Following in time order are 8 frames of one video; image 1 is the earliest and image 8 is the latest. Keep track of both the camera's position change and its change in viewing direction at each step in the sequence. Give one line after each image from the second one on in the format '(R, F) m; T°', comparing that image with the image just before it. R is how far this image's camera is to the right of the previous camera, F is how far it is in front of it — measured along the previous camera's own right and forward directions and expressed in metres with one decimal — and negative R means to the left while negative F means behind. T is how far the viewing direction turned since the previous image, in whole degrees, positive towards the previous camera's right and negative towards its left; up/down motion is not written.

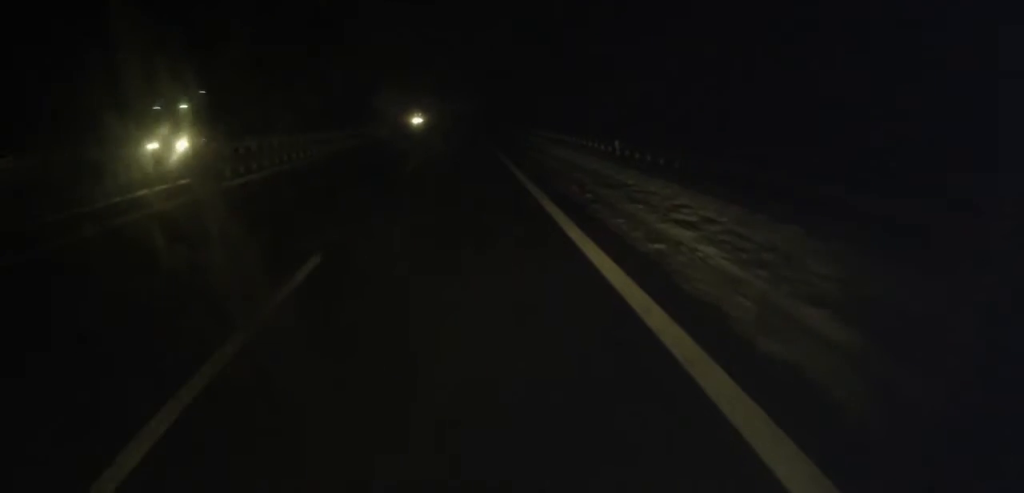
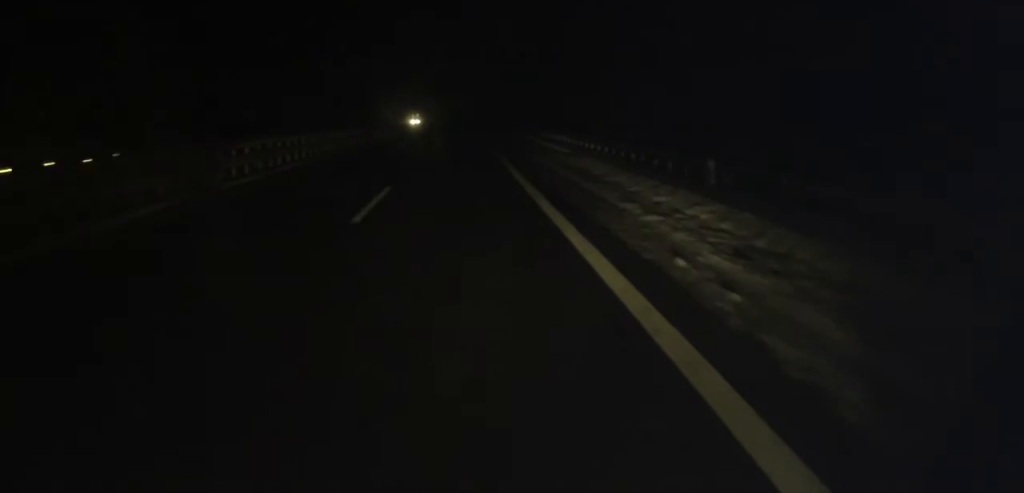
(-0.2, +8.7) m; -1°
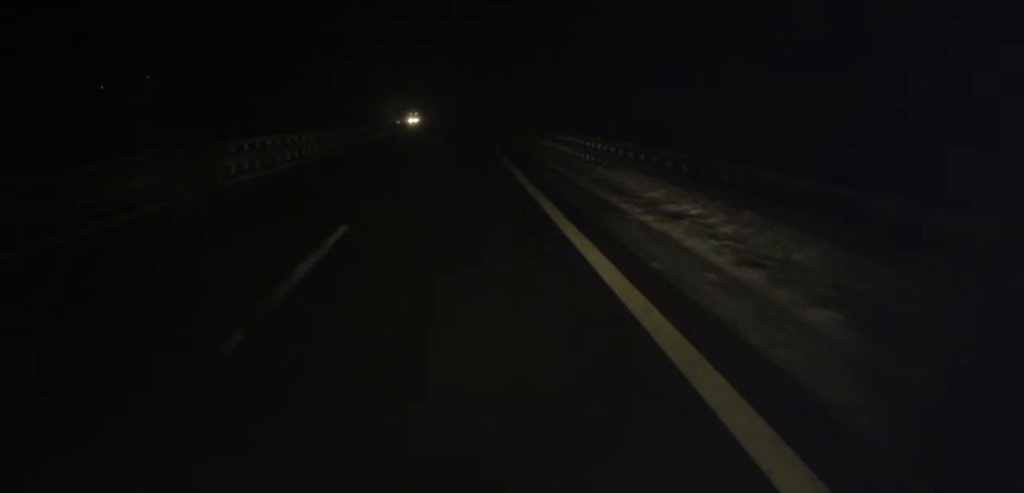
(-0.1, +6.6) m; 0°
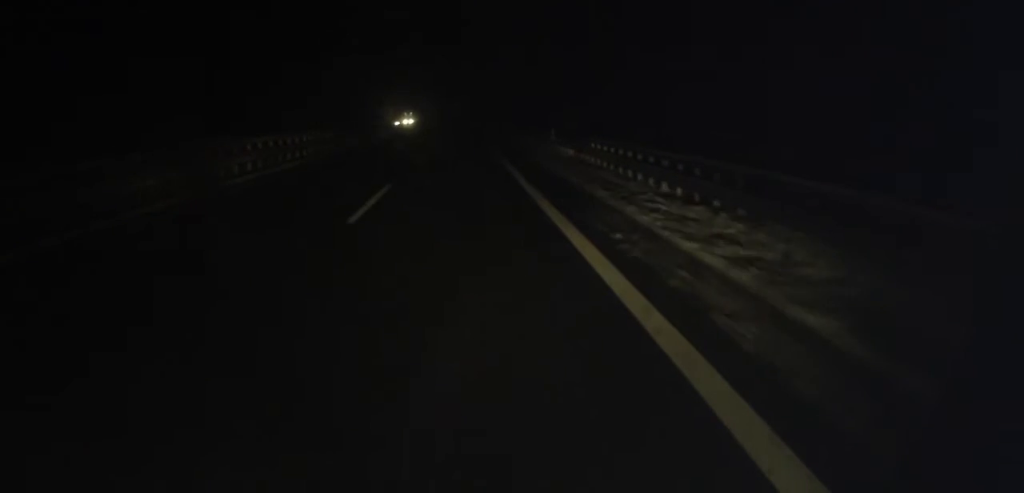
(0.0, +11.5) m; +1°
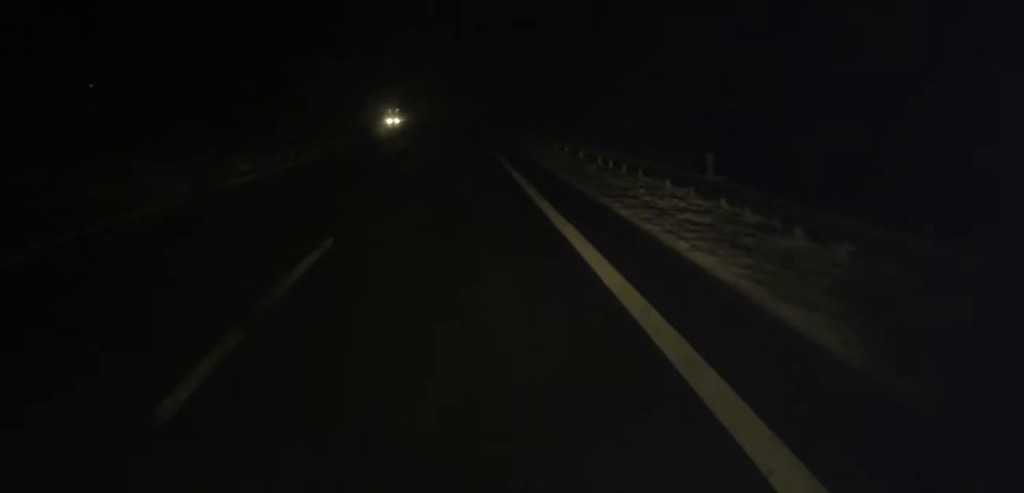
(+0.4, +25.2) m; 0°
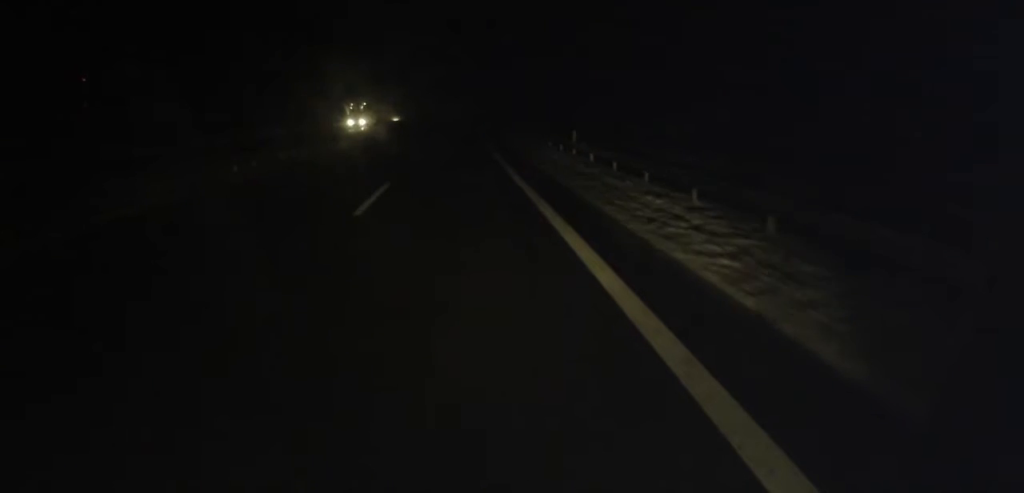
(+0.2, +27.0) m; +2°
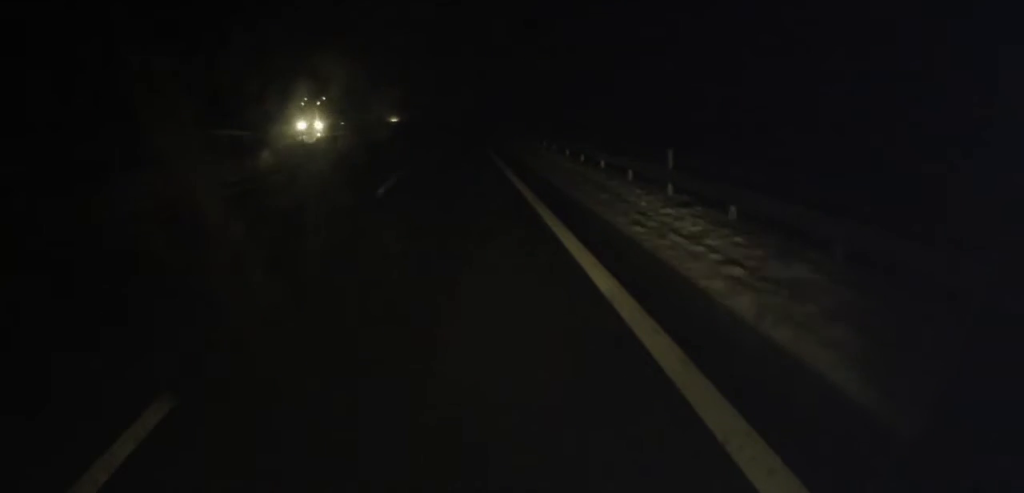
(0.0, +14.4) m; -2°
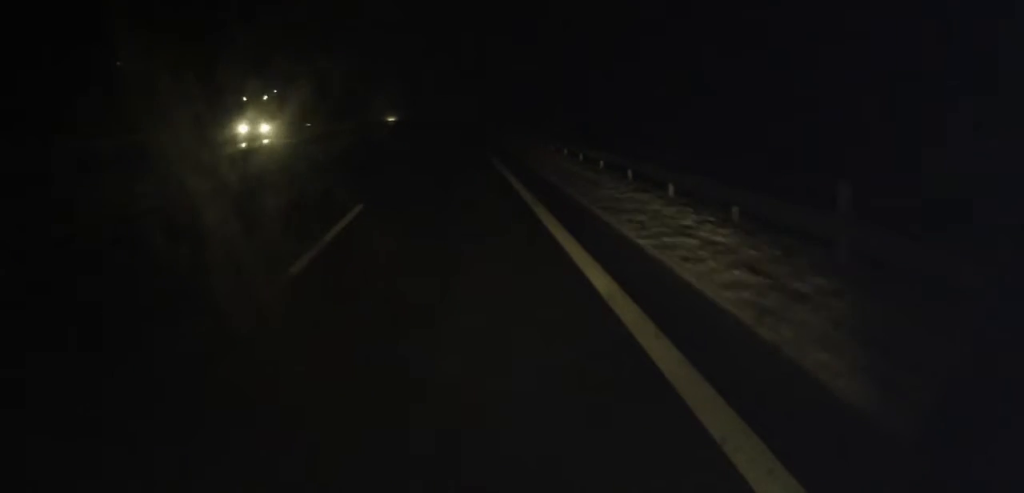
(-0.2, +8.3) m; 0°
